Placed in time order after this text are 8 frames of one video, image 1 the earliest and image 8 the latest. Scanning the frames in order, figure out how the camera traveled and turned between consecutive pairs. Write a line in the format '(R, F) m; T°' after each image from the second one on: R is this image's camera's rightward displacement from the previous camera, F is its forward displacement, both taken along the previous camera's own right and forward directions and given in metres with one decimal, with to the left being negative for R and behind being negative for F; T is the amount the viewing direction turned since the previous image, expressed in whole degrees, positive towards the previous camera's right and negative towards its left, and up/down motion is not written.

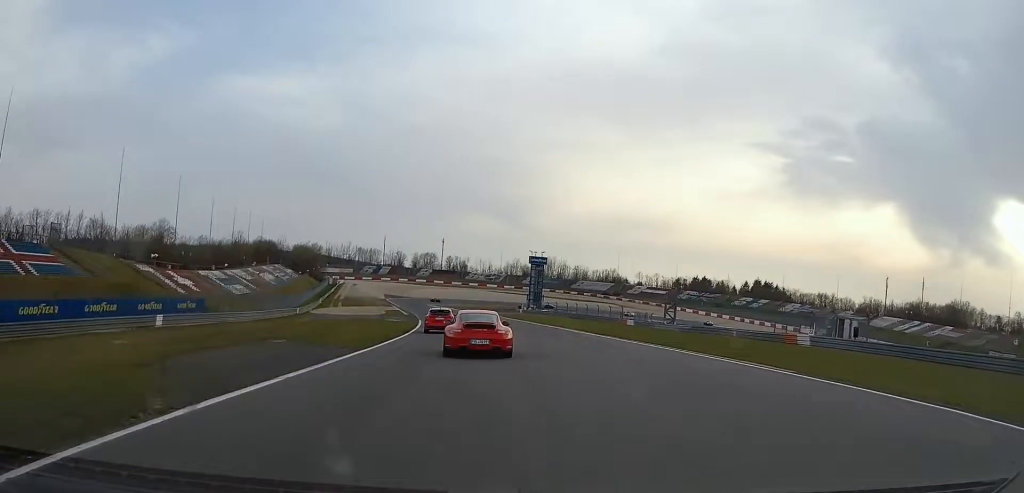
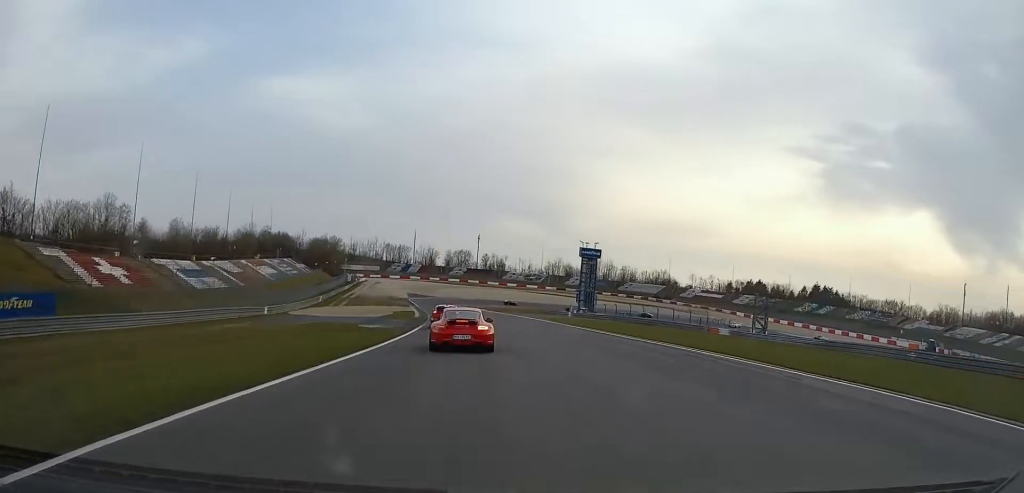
(-1.2, +30.6) m; -4°
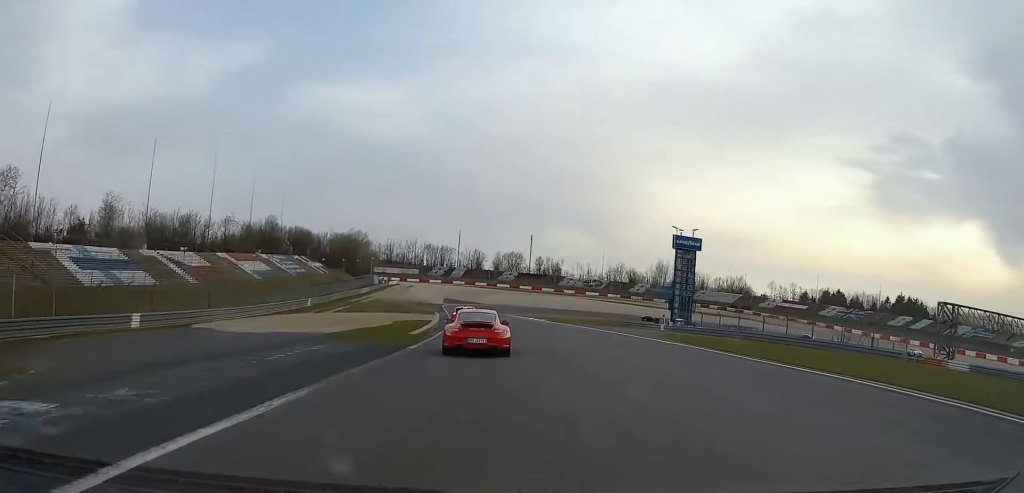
(-1.6, +37.1) m; -5°
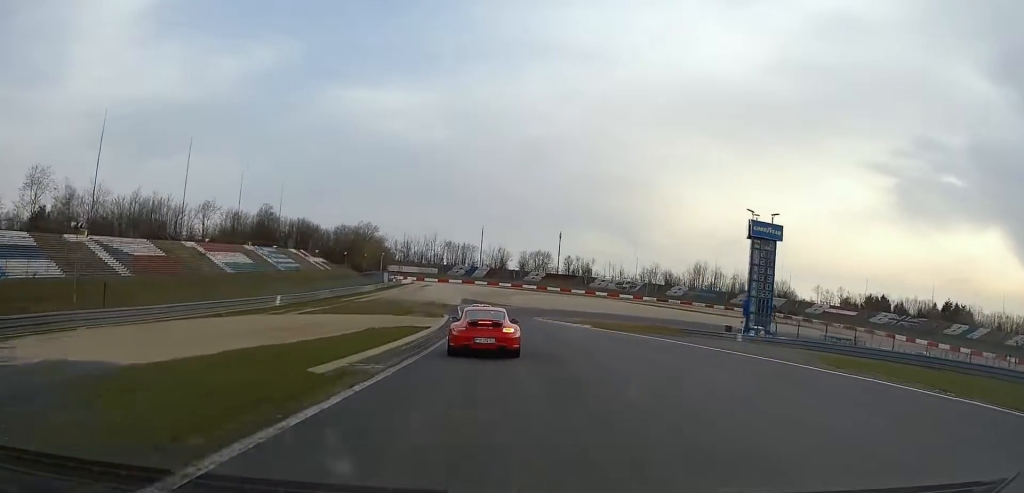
(-0.4, +20.8) m; -2°
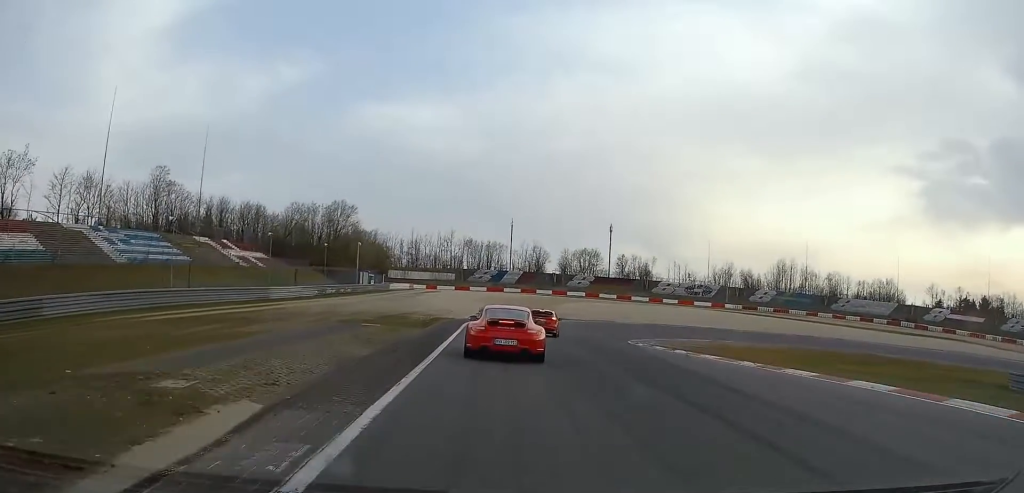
(-2.1, +59.2) m; -4°
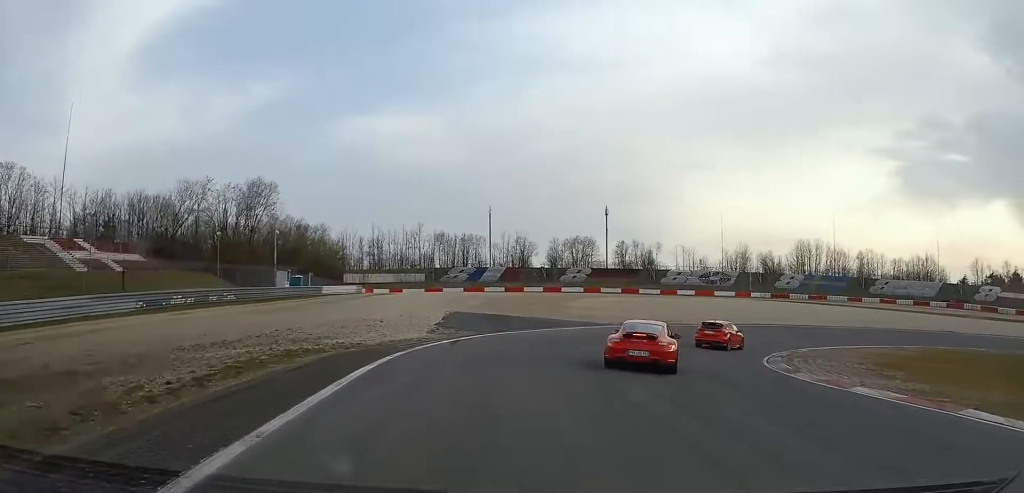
(-0.5, +34.2) m; +4°
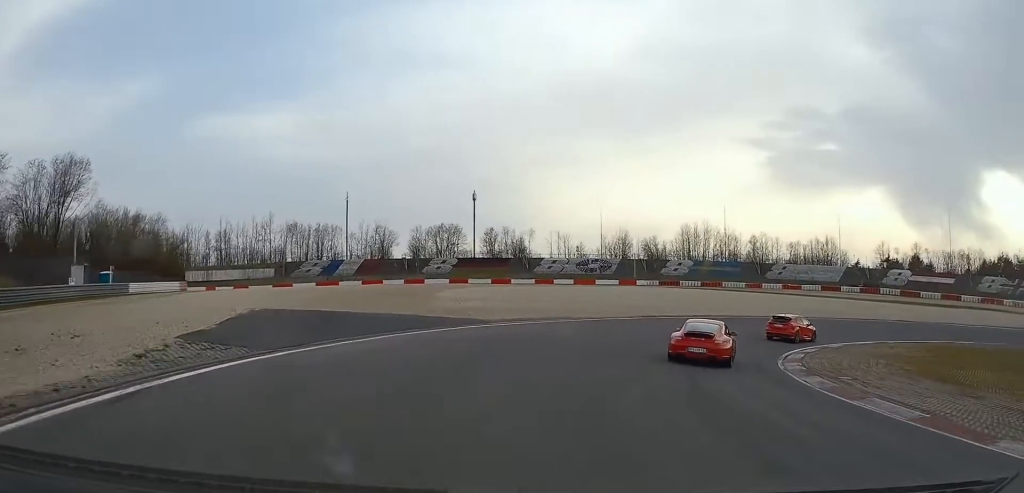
(+0.6, +17.1) m; +12°
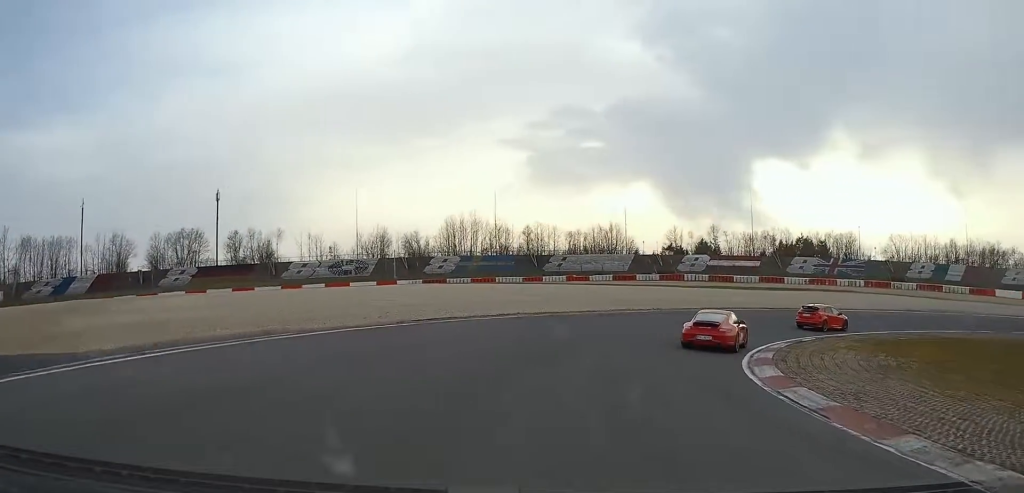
(+3.1, +17.1) m; +24°
